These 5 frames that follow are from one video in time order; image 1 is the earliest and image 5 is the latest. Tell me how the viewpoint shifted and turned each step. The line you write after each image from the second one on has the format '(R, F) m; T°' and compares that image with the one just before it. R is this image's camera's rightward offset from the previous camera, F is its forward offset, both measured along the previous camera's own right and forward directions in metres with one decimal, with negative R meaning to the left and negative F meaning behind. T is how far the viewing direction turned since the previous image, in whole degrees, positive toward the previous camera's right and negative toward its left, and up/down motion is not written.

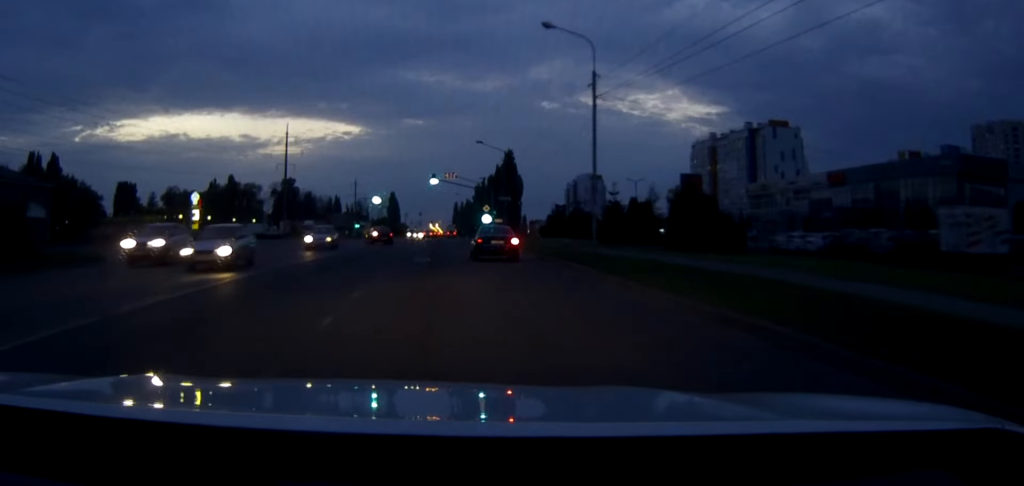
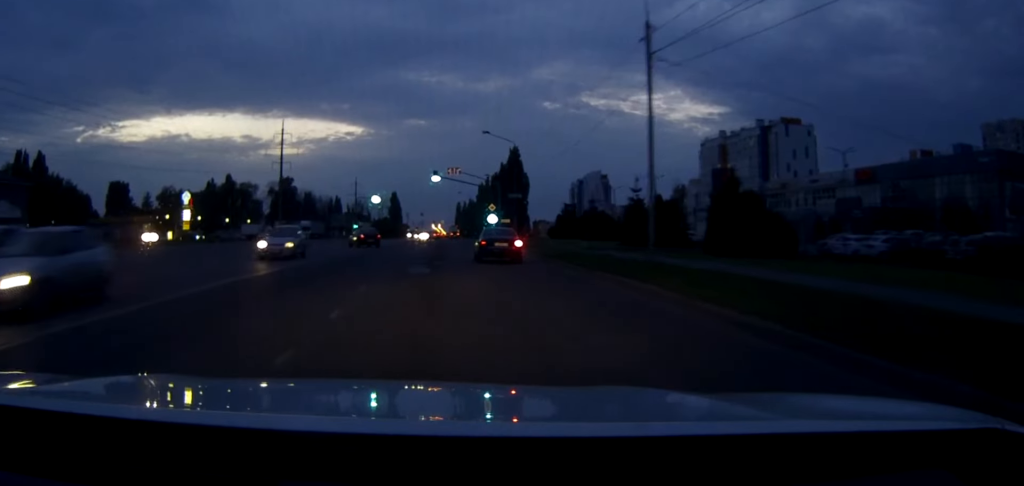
(0.0, +7.1) m; 0°
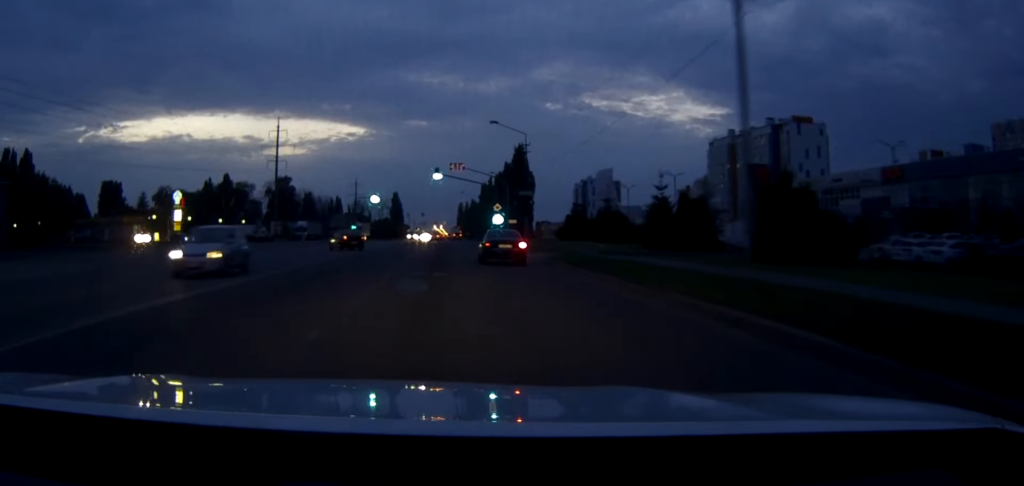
(0.0, +6.1) m; 0°
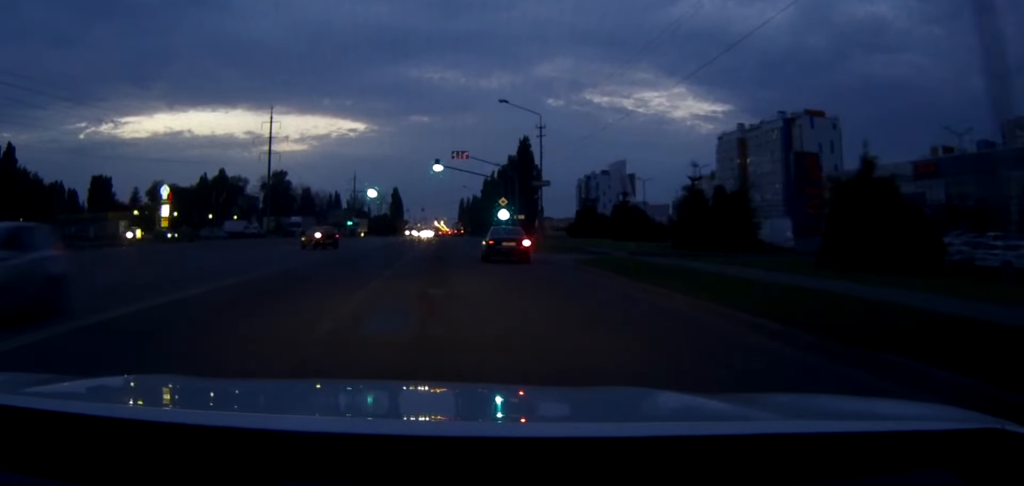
(0.0, +7.1) m; 0°
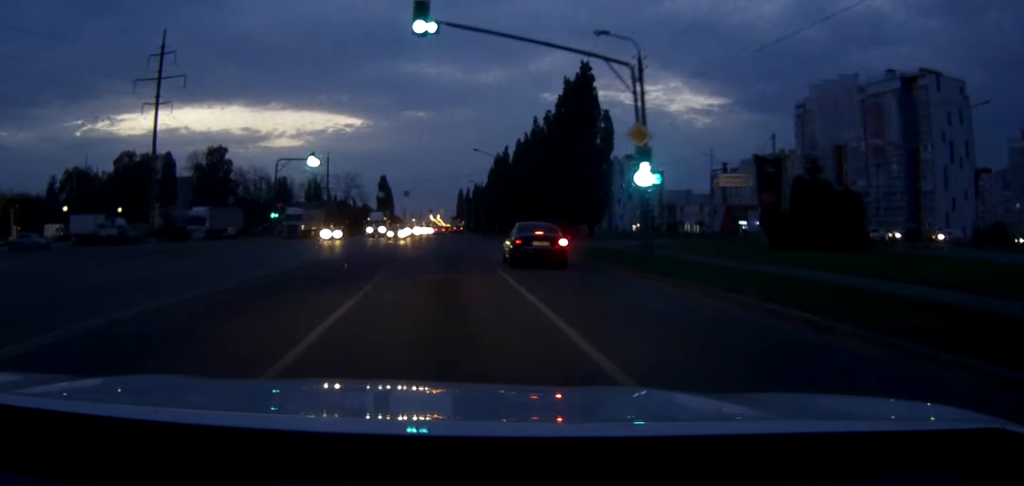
(+0.1, +58.6) m; +1°
